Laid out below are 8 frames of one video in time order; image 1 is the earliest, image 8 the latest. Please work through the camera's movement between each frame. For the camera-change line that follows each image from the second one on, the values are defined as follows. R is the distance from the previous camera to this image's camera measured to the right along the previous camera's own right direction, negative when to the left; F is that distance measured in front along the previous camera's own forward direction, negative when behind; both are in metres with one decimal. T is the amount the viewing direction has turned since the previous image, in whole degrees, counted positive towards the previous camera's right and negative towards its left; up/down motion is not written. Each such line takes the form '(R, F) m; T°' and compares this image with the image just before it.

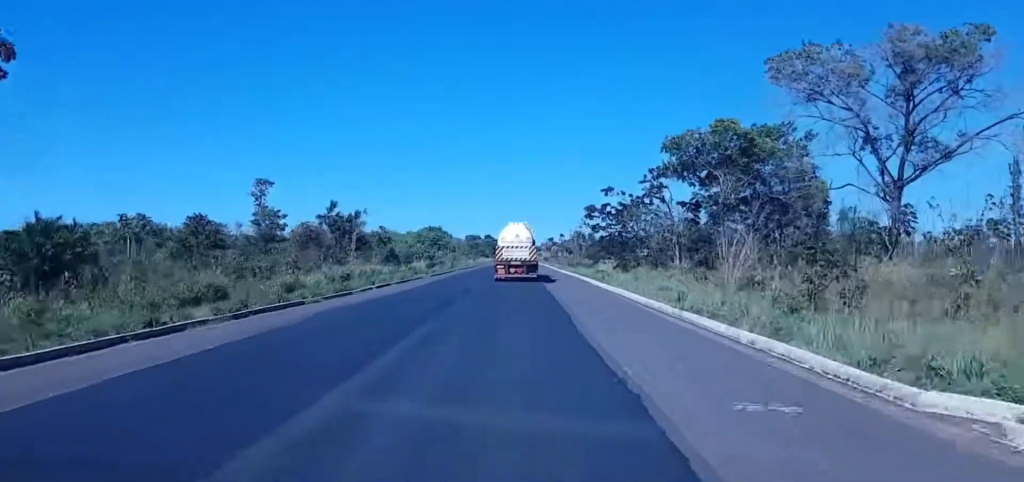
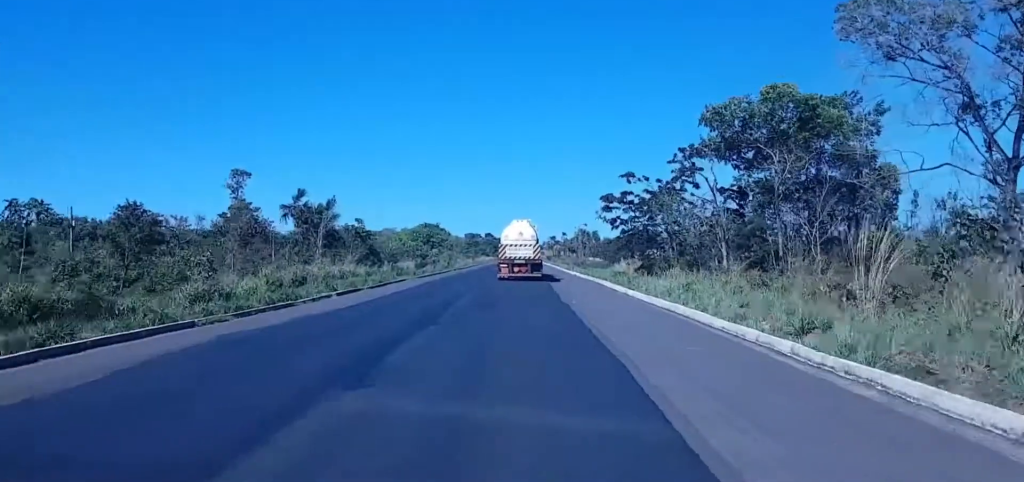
(+0.1, +14.1) m; 0°
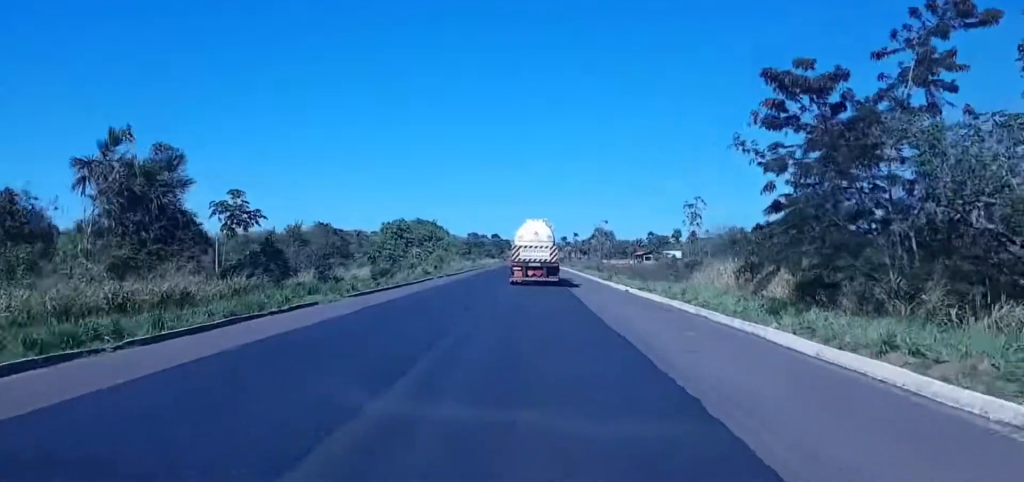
(-0.7, +35.1) m; -3°
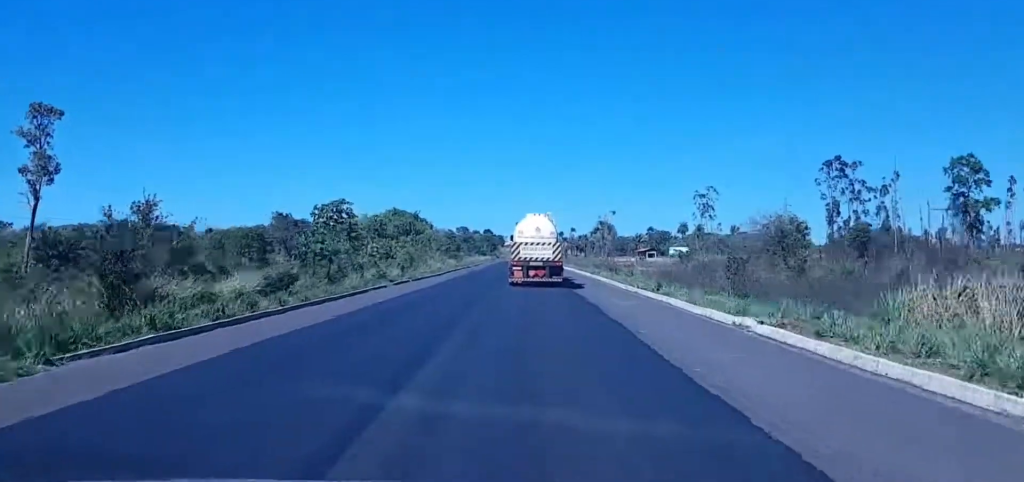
(-0.3, +26.8) m; 0°
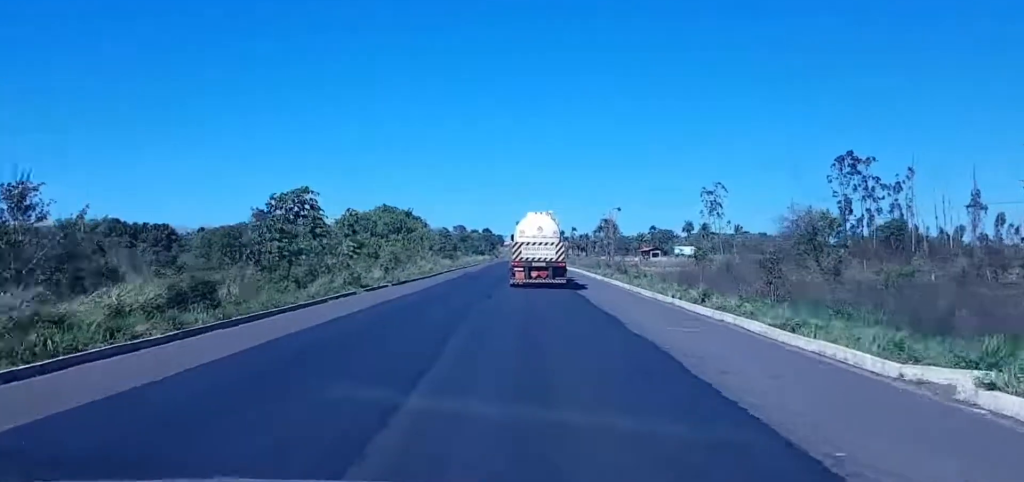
(+0.1, +10.7) m; 0°
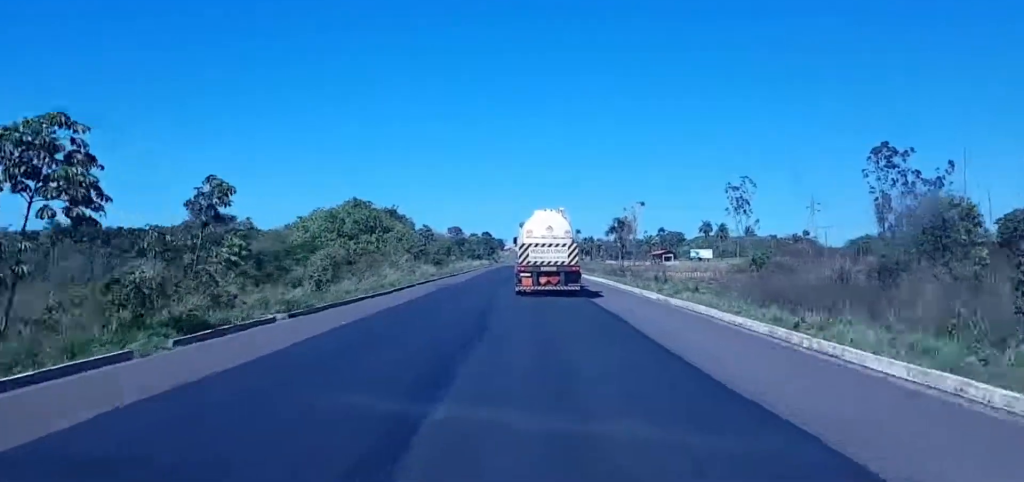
(-0.2, +27.0) m; -2°
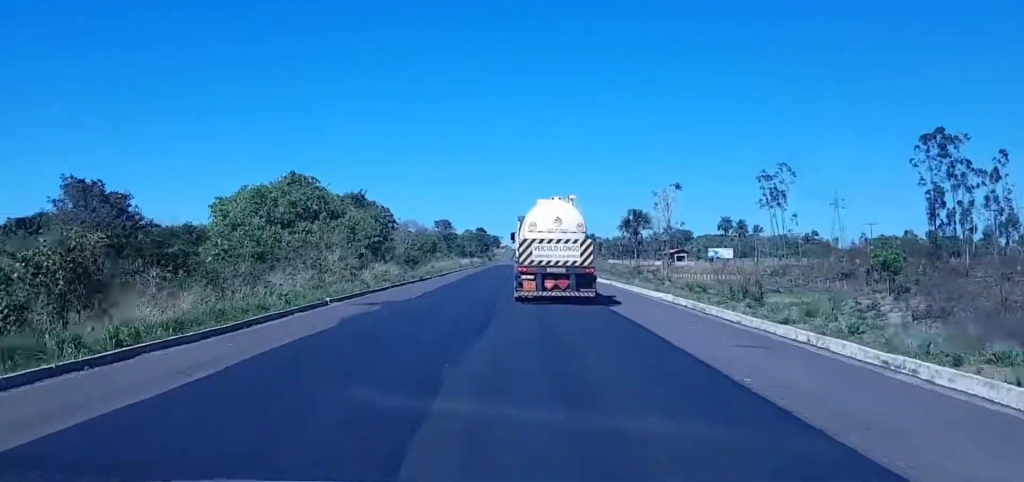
(-0.5, +31.0) m; 0°
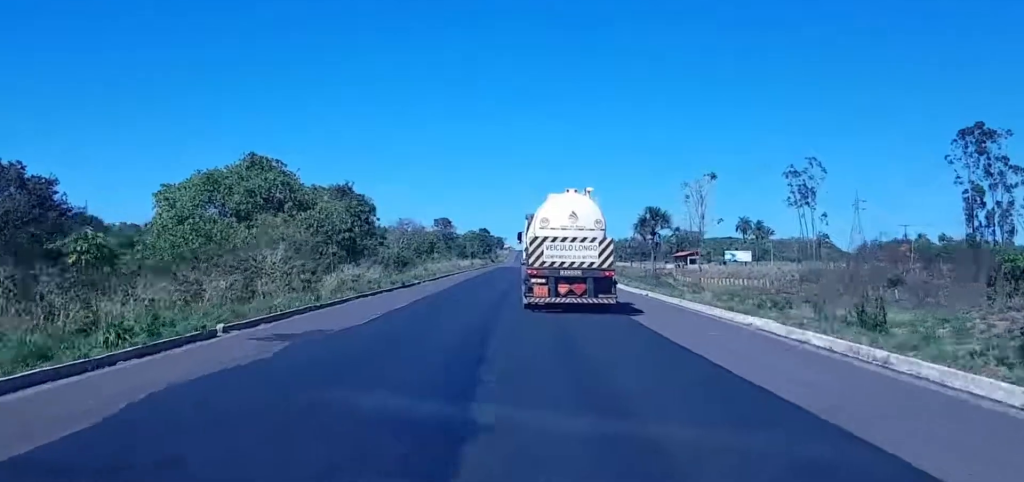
(+0.2, +14.8) m; +1°
